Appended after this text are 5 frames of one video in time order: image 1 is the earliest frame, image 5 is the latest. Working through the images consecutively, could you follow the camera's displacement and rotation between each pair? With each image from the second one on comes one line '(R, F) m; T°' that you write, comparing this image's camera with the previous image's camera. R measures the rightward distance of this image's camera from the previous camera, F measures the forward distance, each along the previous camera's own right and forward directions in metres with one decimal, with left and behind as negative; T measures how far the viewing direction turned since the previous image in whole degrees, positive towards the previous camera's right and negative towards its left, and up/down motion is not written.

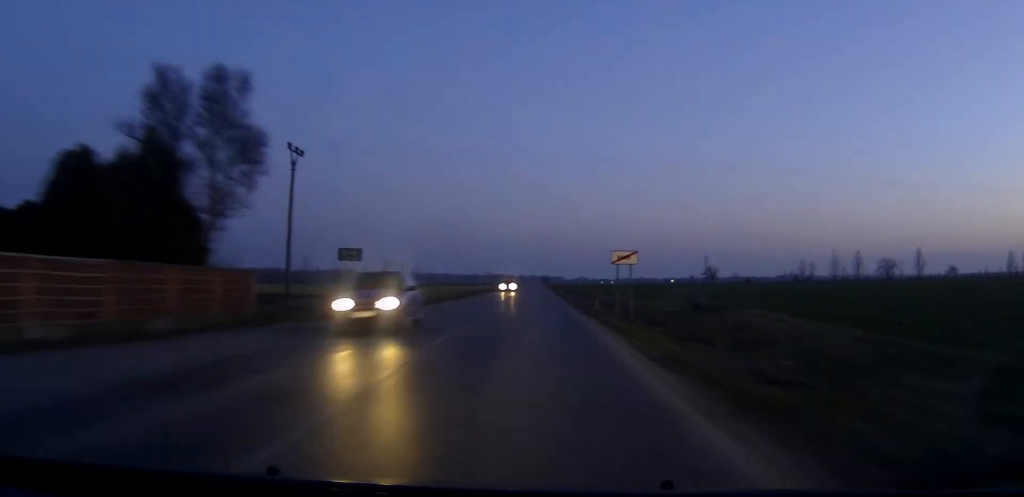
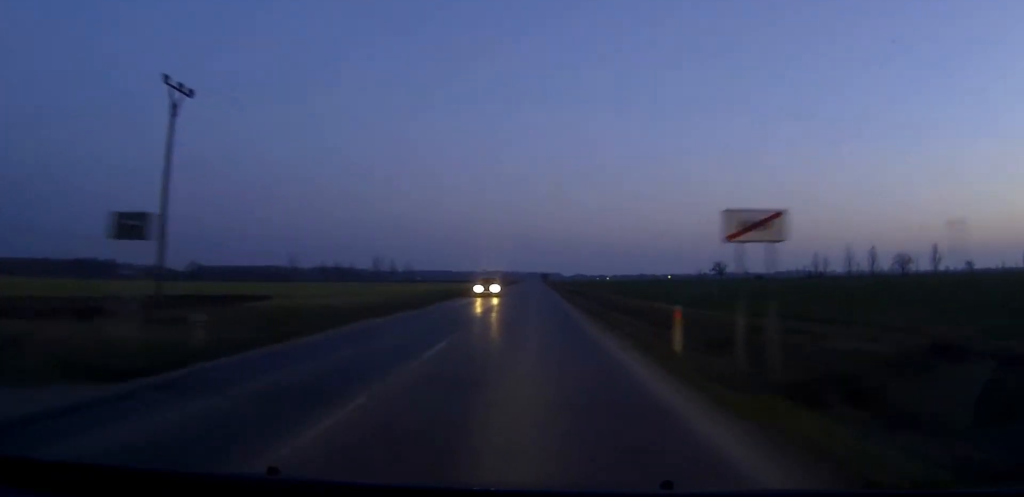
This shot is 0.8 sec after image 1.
(-0.1, +16.5) m; 0°
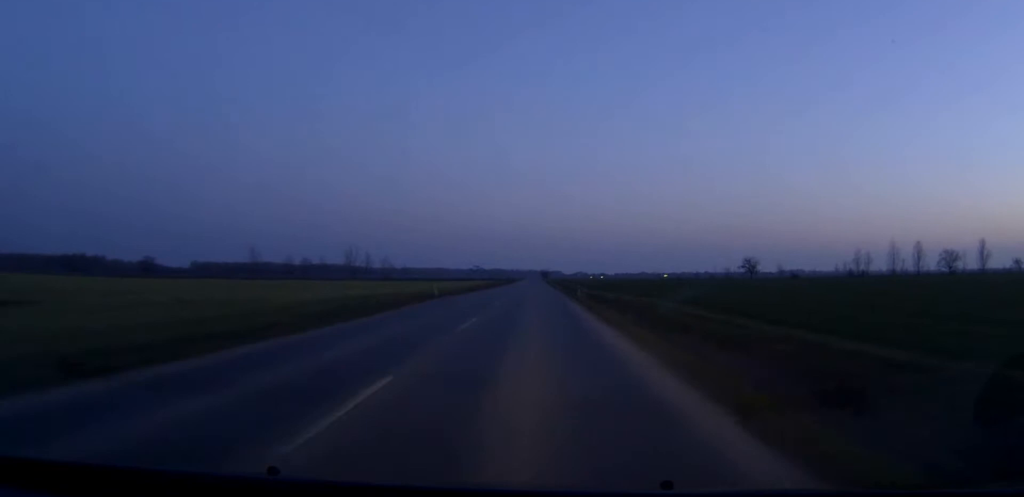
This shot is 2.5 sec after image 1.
(0.0, +40.2) m; 0°
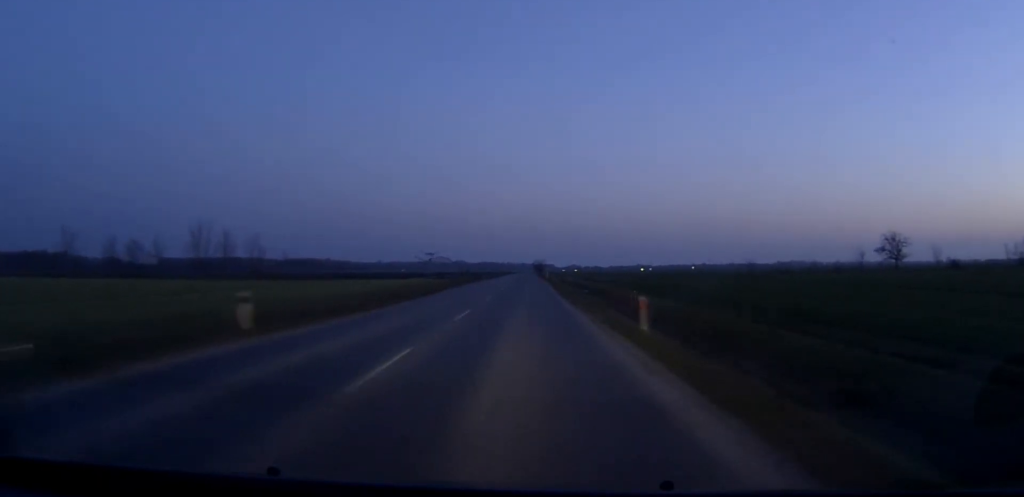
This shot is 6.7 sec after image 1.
(+0.2, +105.0) m; 0°
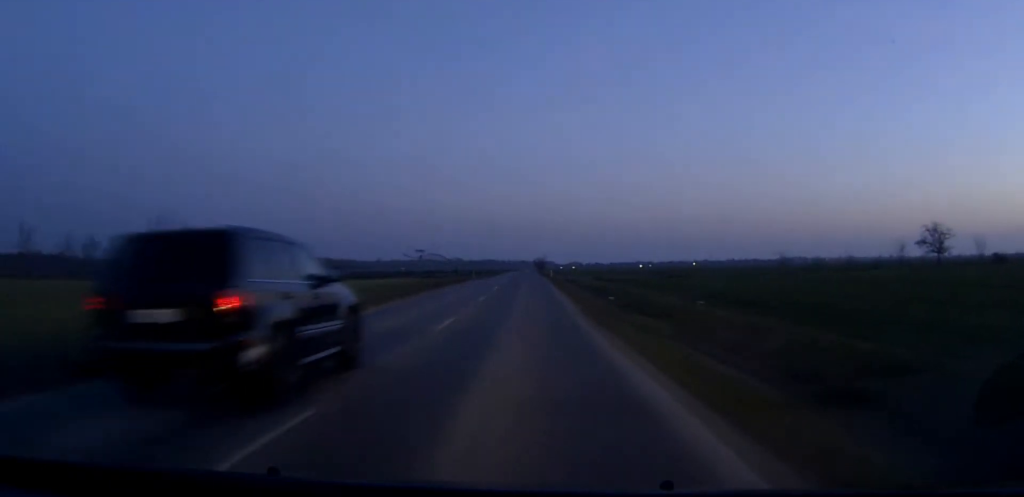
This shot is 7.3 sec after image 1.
(0.0, +16.3) m; 0°
